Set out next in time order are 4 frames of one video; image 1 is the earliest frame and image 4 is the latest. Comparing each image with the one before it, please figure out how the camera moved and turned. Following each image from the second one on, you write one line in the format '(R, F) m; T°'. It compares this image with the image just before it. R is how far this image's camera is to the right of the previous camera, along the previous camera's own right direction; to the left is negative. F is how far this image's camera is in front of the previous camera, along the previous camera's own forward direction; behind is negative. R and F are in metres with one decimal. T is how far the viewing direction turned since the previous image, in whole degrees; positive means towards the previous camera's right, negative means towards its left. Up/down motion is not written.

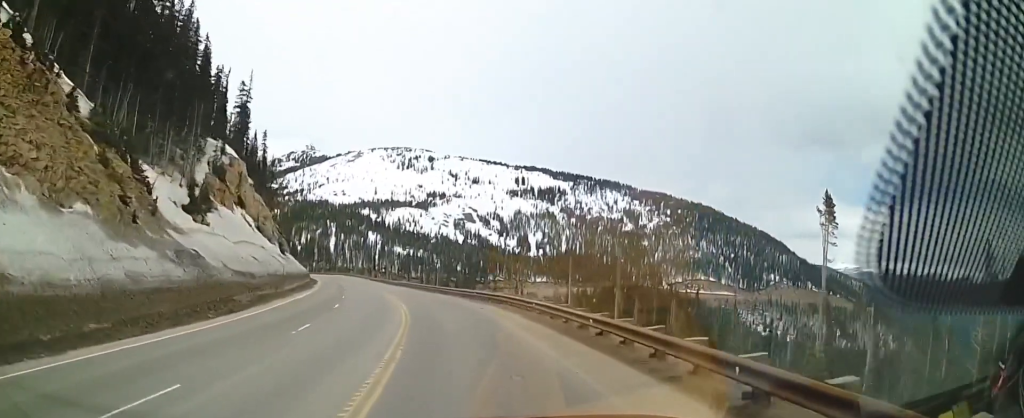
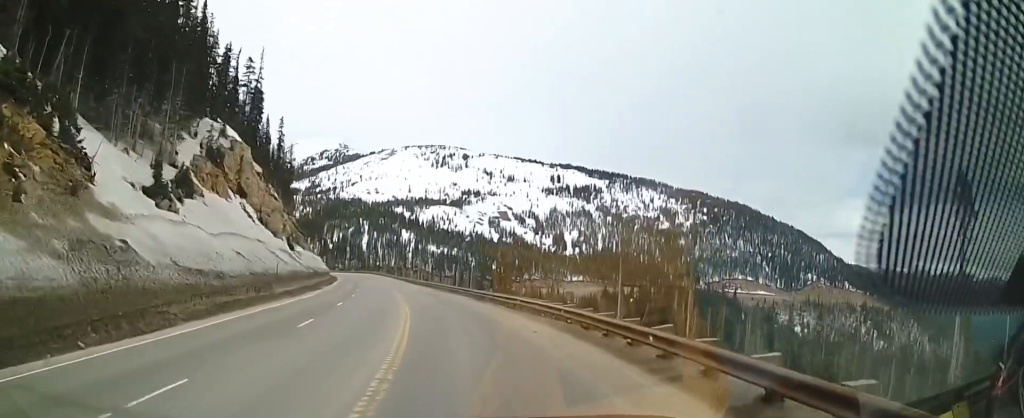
(0.0, +11.1) m; -1°
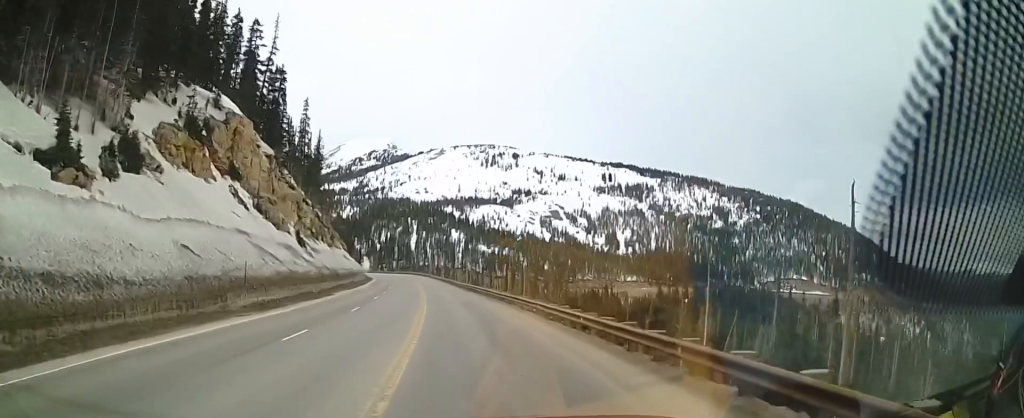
(-0.3, +14.6) m; -3°
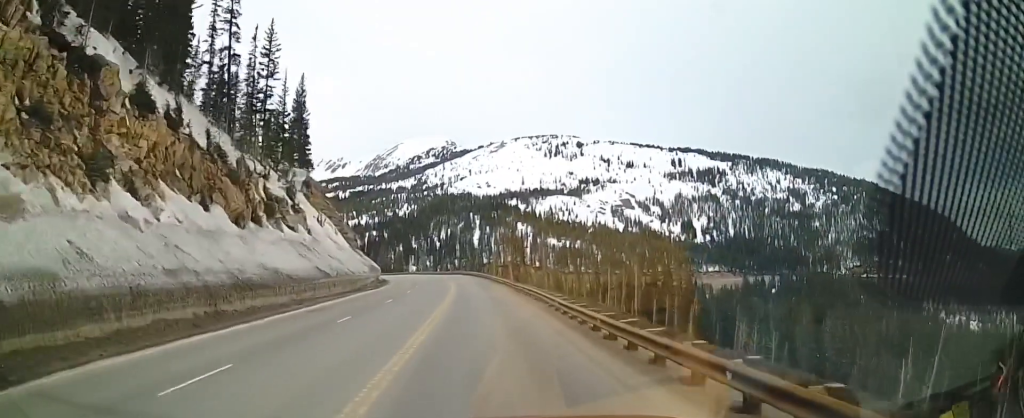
(-5.4, +50.5) m; -10°
